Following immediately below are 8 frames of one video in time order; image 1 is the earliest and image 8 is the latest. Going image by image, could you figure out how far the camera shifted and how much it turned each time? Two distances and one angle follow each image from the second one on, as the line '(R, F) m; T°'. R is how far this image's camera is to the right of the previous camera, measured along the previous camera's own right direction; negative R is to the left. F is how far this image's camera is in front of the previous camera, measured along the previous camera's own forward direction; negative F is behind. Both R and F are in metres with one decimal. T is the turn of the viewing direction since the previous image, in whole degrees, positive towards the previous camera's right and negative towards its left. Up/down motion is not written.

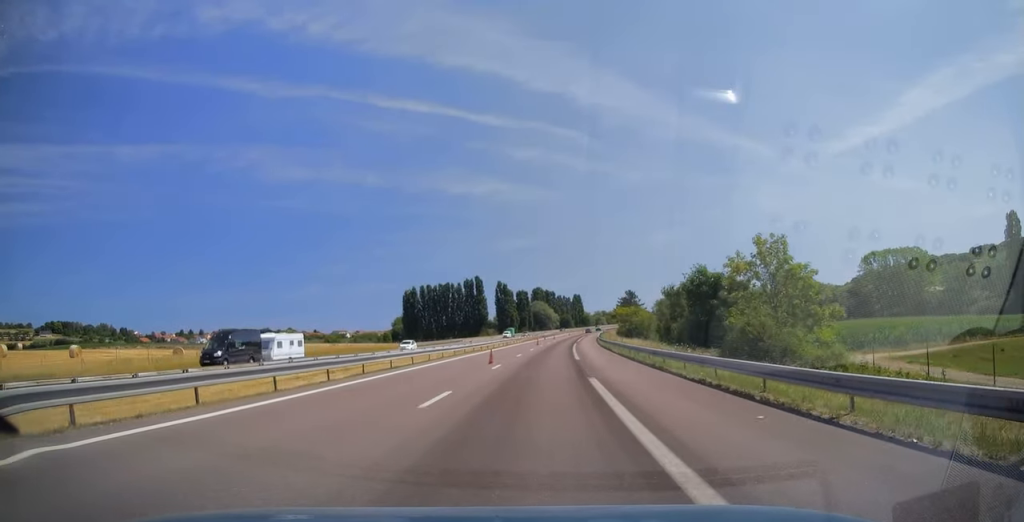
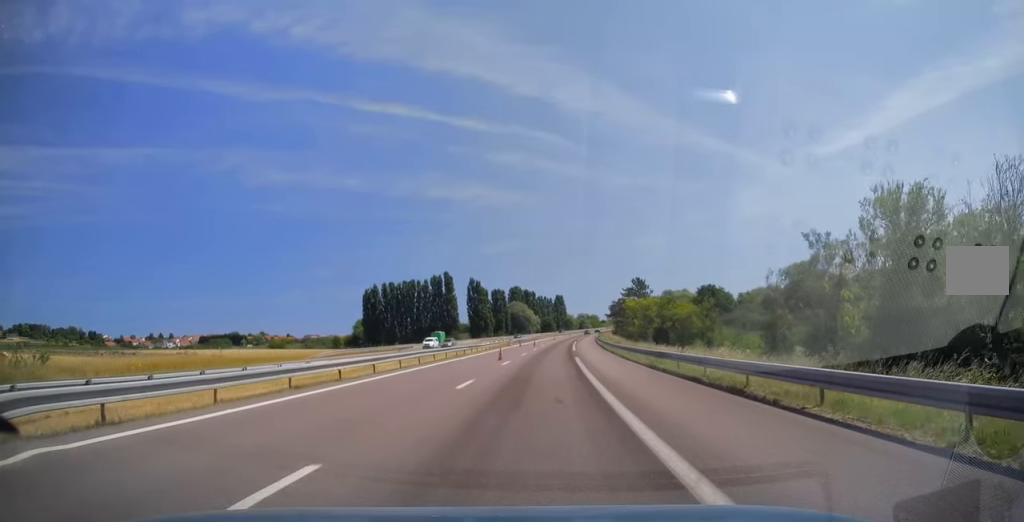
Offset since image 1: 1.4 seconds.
(+0.7, +35.0) m; +1°
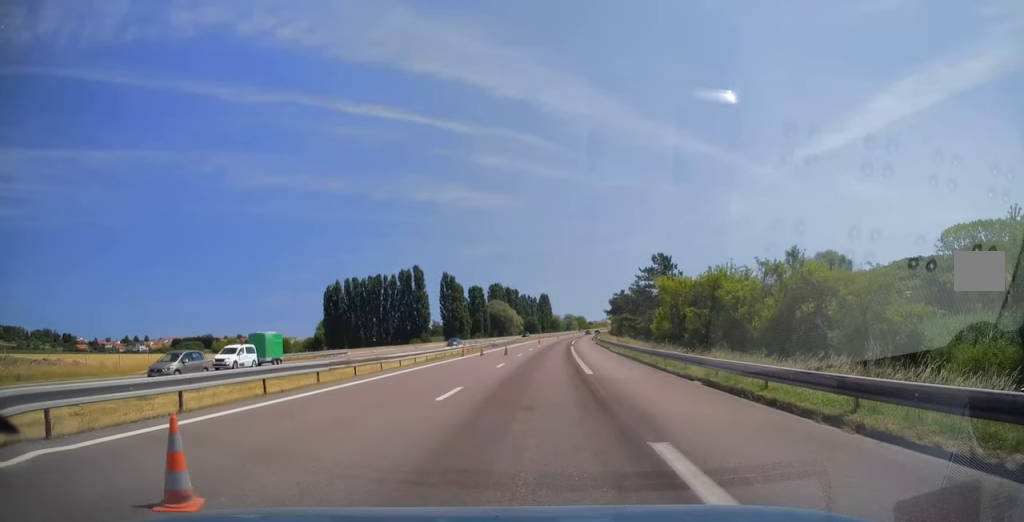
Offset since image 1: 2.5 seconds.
(0.0, +29.4) m; +1°
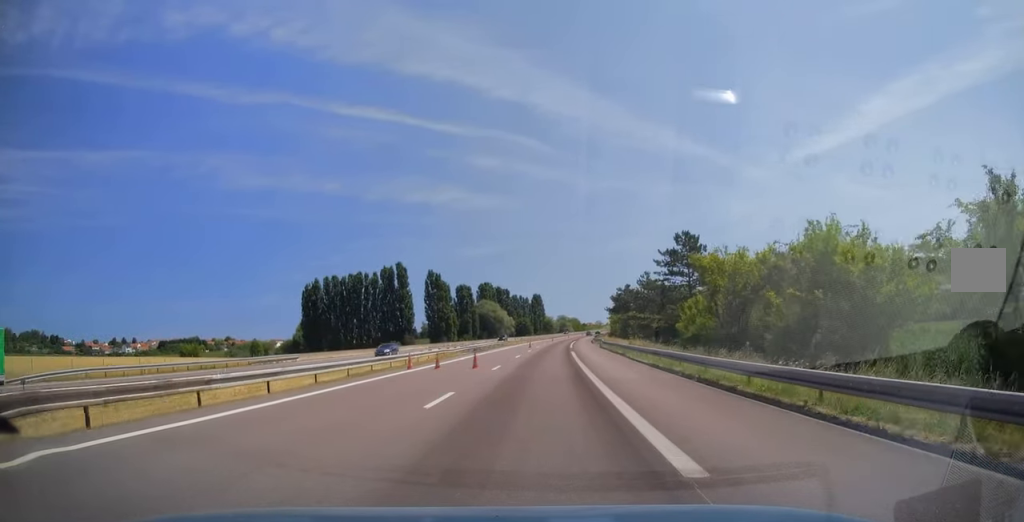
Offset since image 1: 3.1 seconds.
(+0.2, +14.7) m; +1°
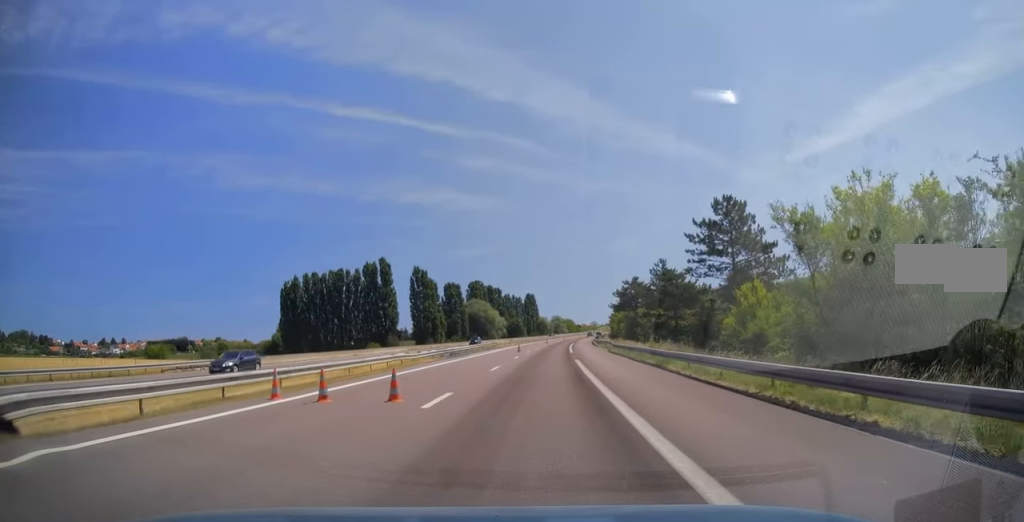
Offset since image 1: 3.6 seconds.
(0.0, +13.4) m; +1°
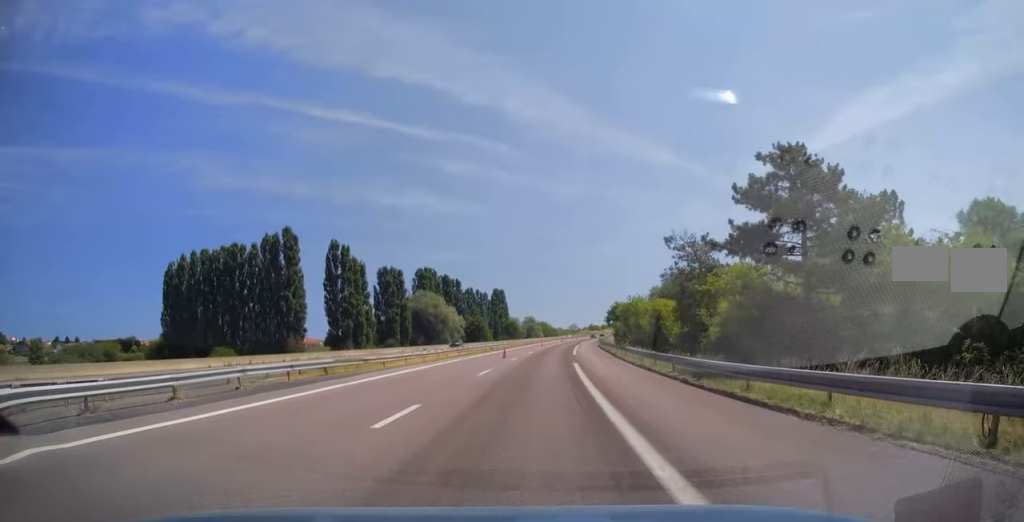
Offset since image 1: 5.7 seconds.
(+1.9, +55.2) m; +3°
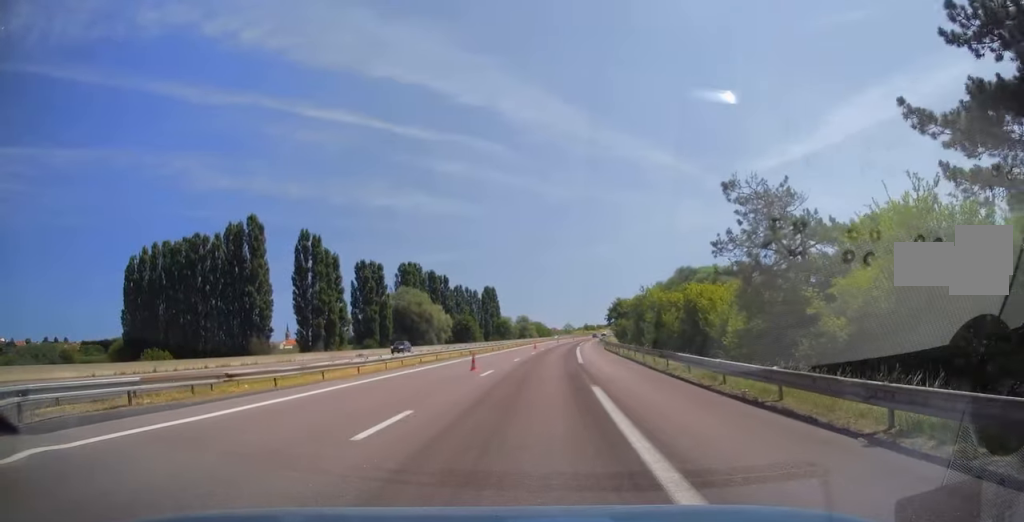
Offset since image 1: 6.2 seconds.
(-0.1, +14.2) m; +1°
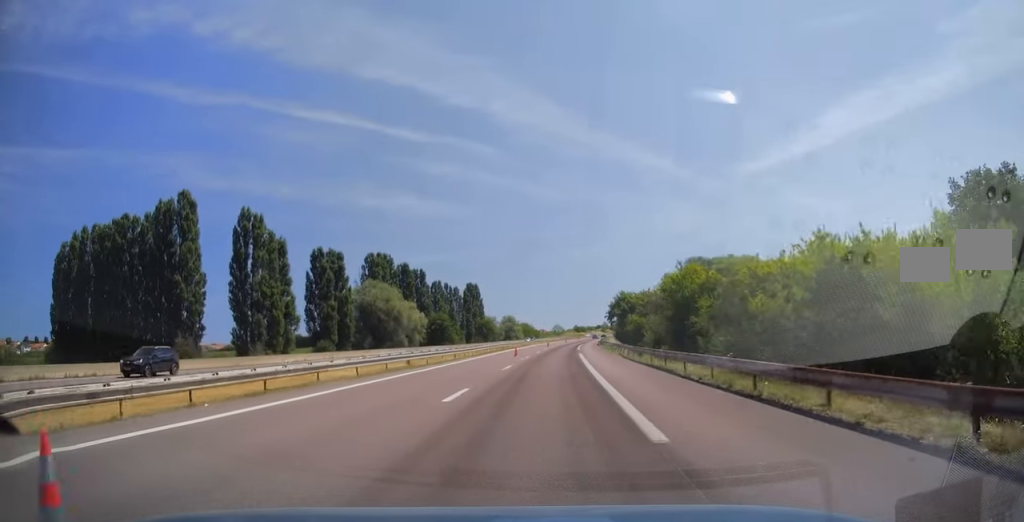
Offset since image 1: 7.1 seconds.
(+0.2, +21.6) m; +1°
